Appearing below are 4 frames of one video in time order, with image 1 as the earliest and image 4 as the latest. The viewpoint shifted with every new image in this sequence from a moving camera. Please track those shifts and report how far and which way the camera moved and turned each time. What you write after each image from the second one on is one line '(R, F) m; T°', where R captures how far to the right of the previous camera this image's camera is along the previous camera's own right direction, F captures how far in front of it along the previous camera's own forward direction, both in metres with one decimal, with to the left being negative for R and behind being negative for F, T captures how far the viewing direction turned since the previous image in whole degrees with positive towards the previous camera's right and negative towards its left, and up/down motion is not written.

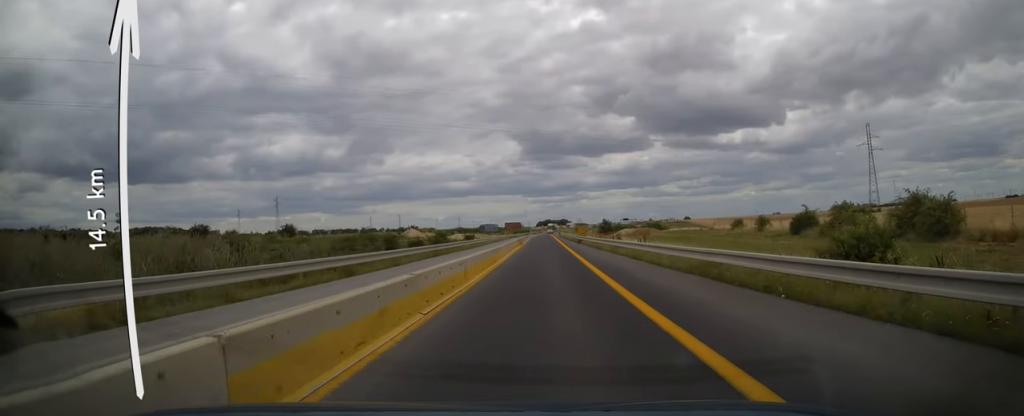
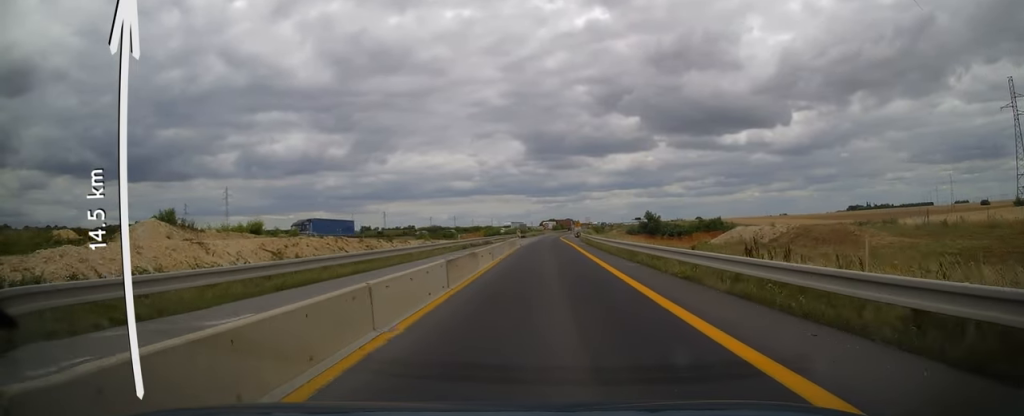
(-0.1, +68.2) m; 0°
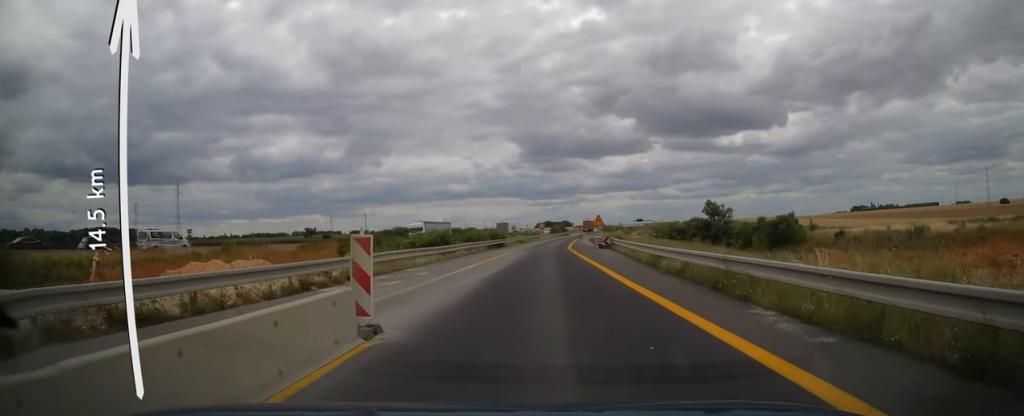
(+0.2, +42.7) m; 0°
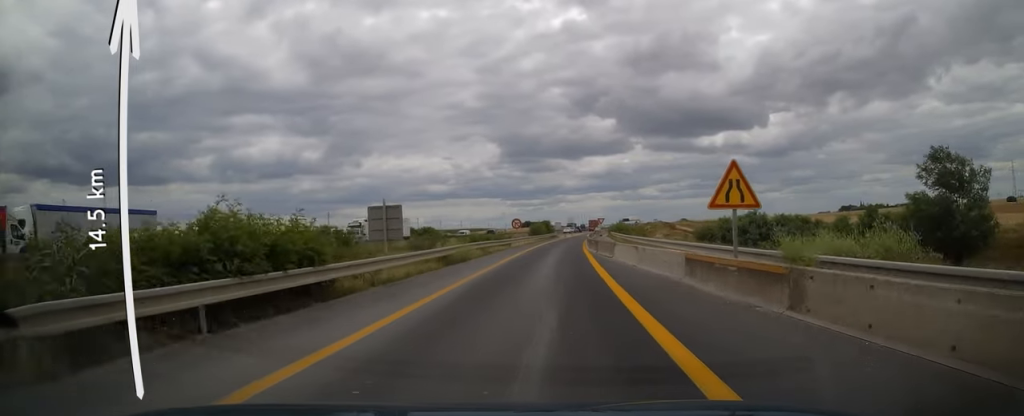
(+0.7, +41.5) m; +2°
